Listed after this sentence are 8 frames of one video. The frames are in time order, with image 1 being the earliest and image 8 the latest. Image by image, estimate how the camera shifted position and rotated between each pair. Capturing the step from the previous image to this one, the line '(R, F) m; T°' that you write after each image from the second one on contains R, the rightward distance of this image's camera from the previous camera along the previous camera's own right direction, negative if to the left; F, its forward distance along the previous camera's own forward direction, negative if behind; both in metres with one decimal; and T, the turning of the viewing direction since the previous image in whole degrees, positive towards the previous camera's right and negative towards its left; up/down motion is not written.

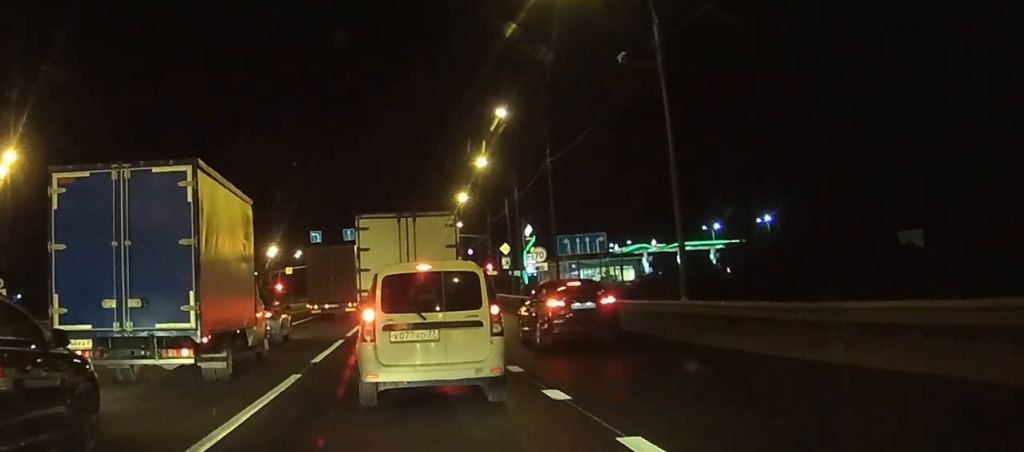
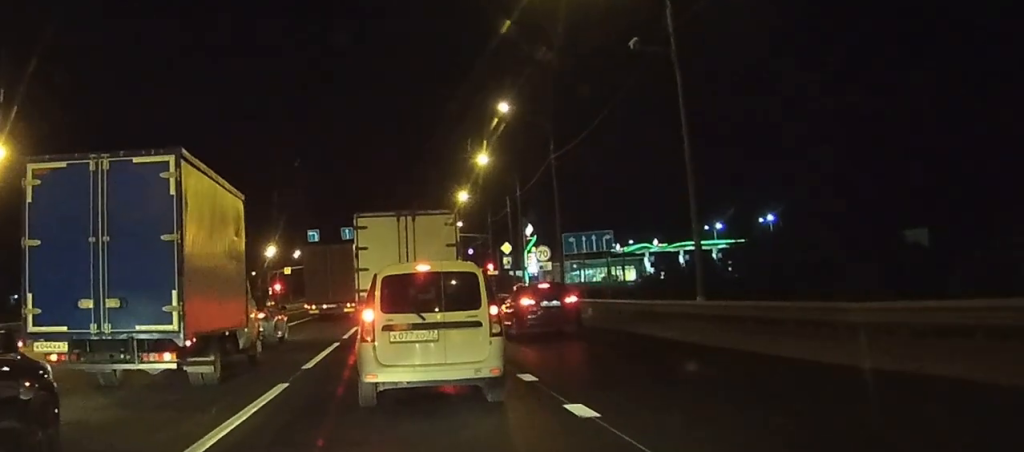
(0.0, +1.4) m; 0°
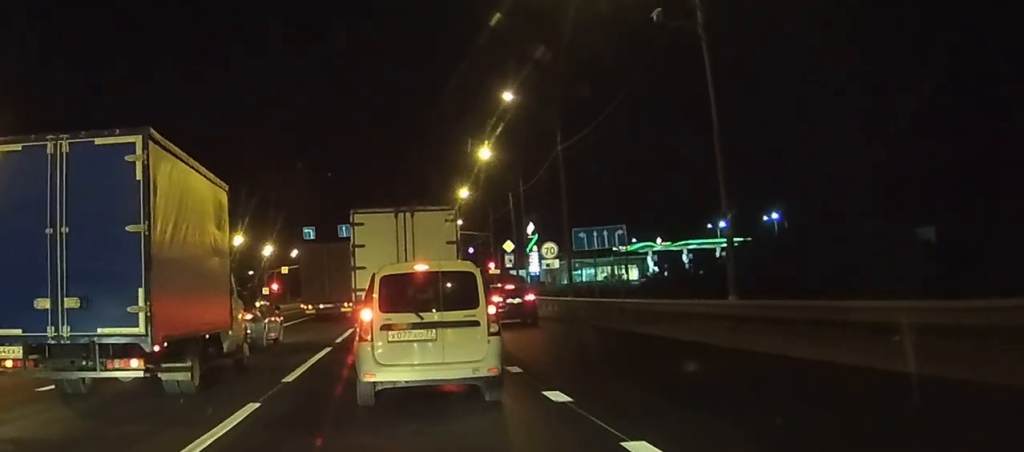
(0.0, +2.2) m; 0°
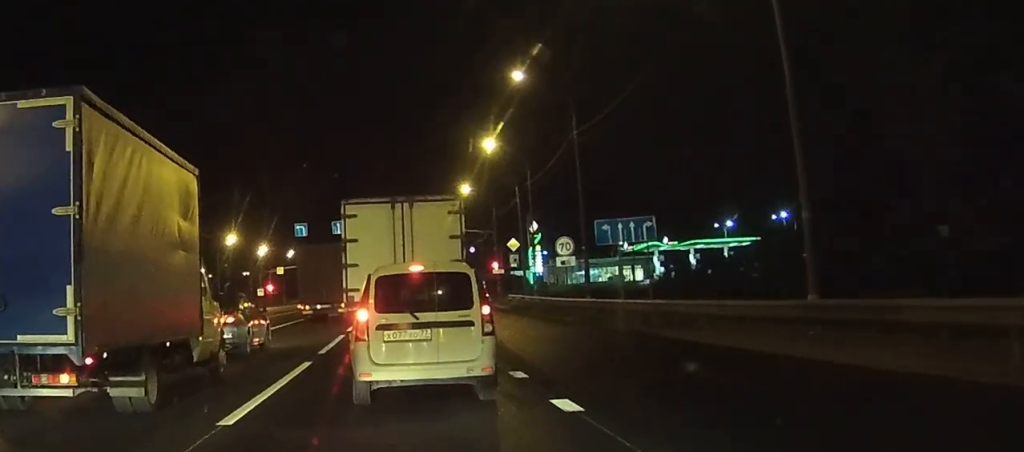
(0.0, +4.1) m; -2°
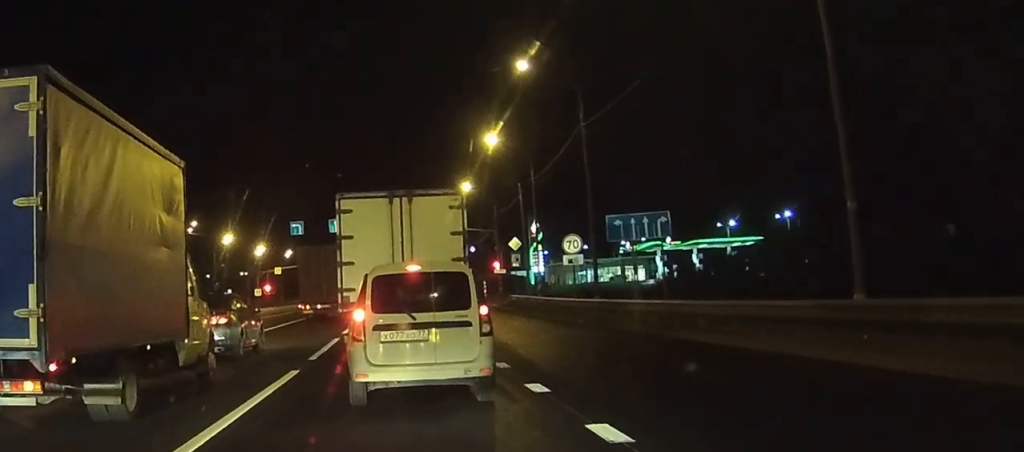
(0.0, +1.9) m; -1°
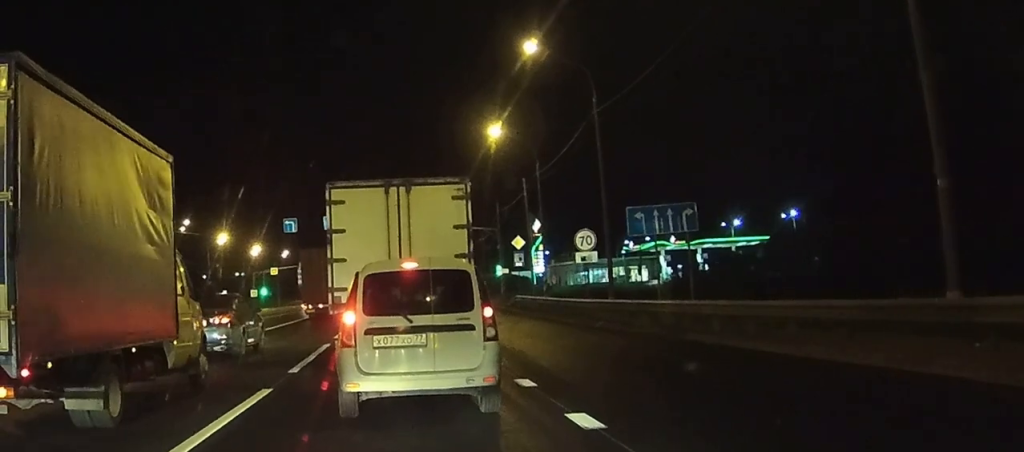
(0.0, +2.8) m; 0°
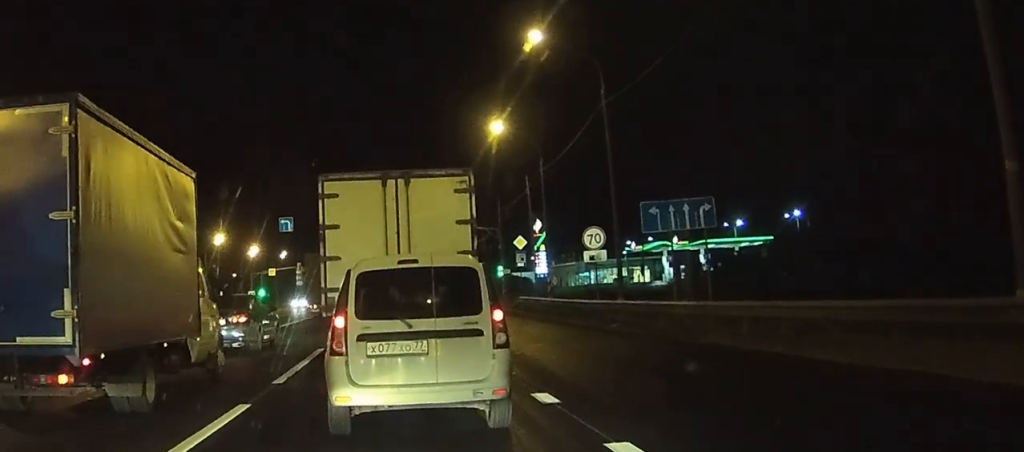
(-0.1, +1.3) m; 0°
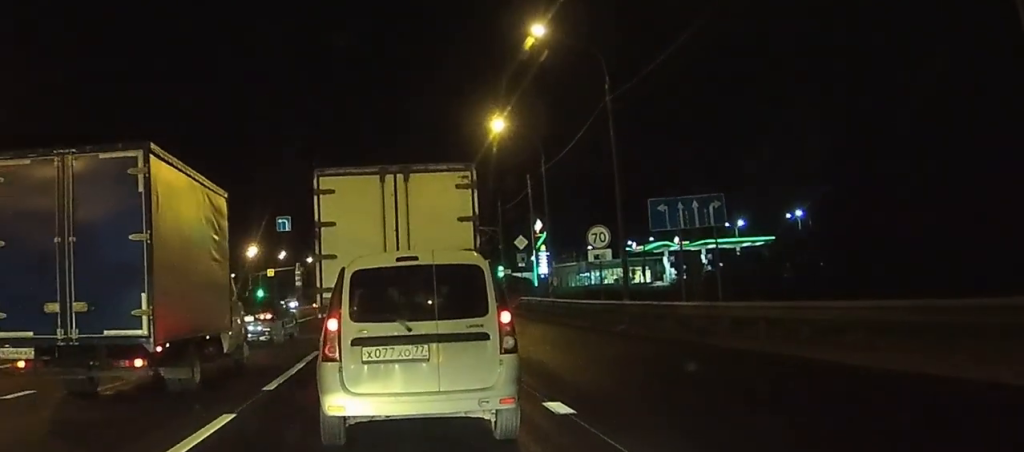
(-0.1, +0.6) m; 0°
